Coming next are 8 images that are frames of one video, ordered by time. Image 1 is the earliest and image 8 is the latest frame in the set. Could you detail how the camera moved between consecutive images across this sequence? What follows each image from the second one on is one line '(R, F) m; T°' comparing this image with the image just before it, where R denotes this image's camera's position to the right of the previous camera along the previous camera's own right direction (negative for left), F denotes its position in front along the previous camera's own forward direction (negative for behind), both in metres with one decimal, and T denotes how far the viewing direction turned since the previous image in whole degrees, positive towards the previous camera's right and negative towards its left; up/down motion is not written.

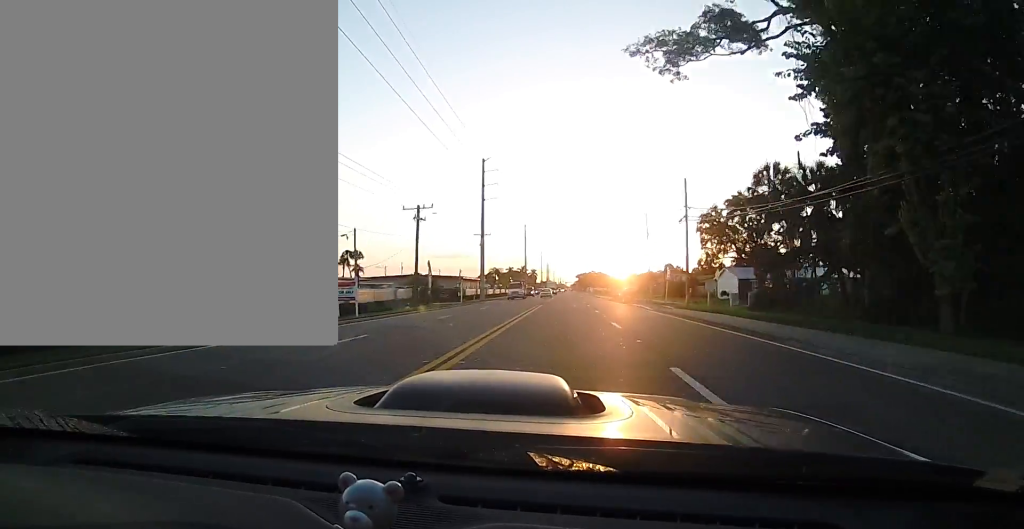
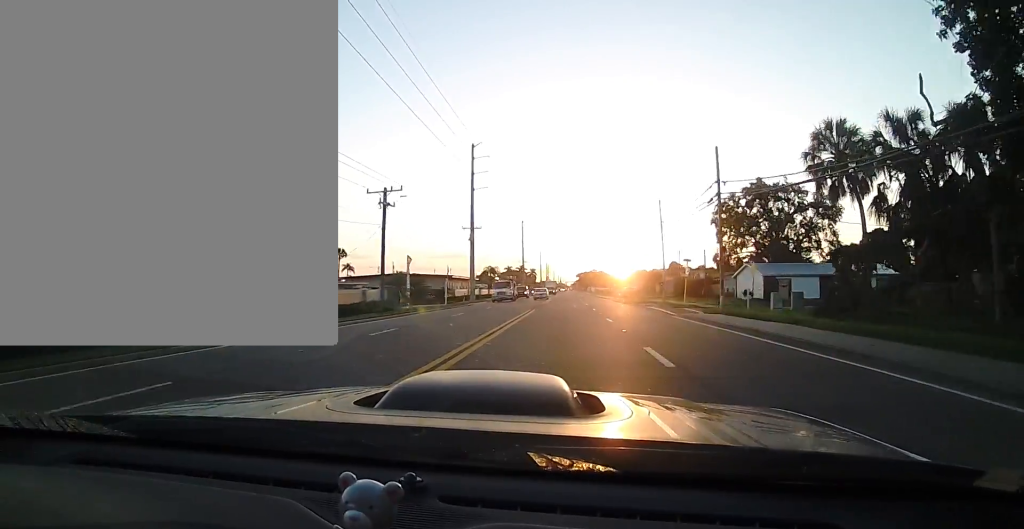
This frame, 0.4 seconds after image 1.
(-0.1, +9.2) m; 0°
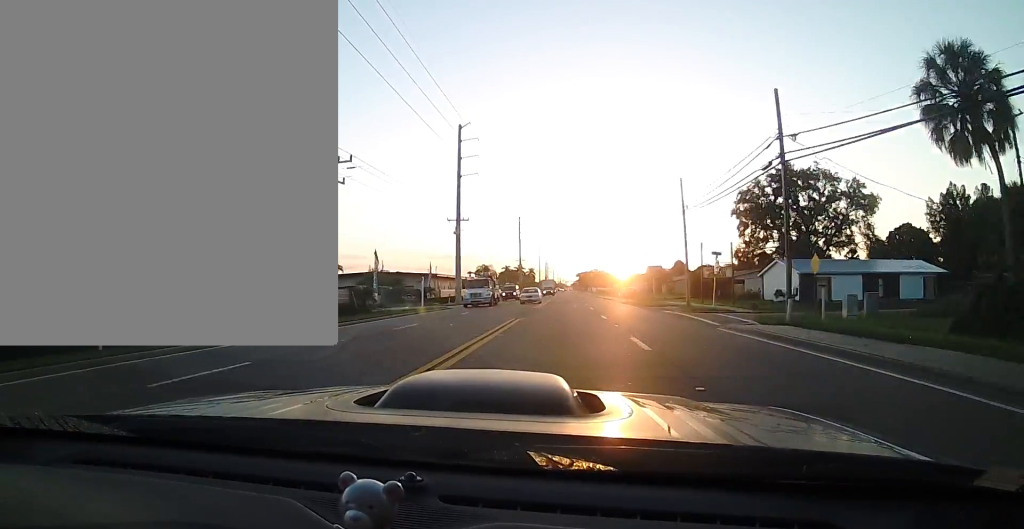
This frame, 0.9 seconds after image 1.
(-0.2, +9.9) m; -1°
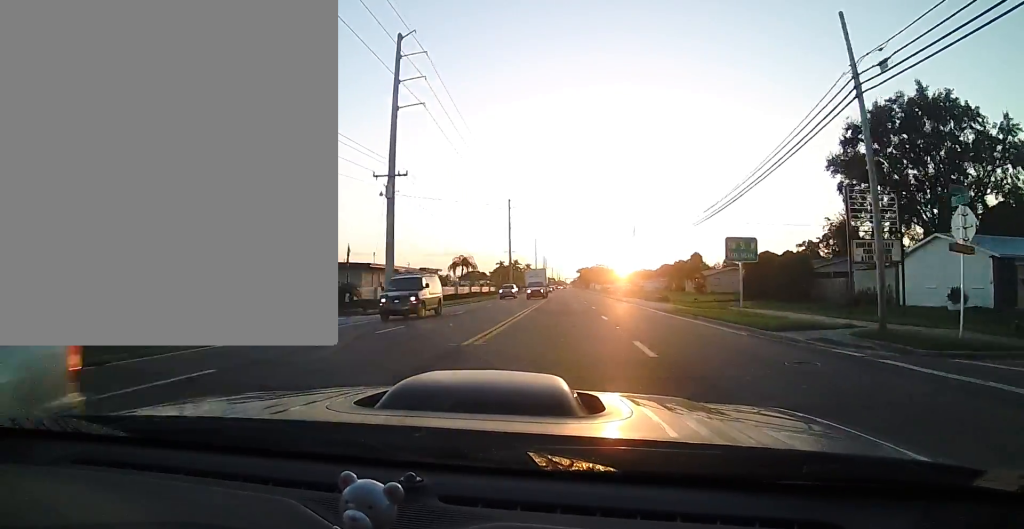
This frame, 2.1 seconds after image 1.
(-0.2, +25.9) m; 0°
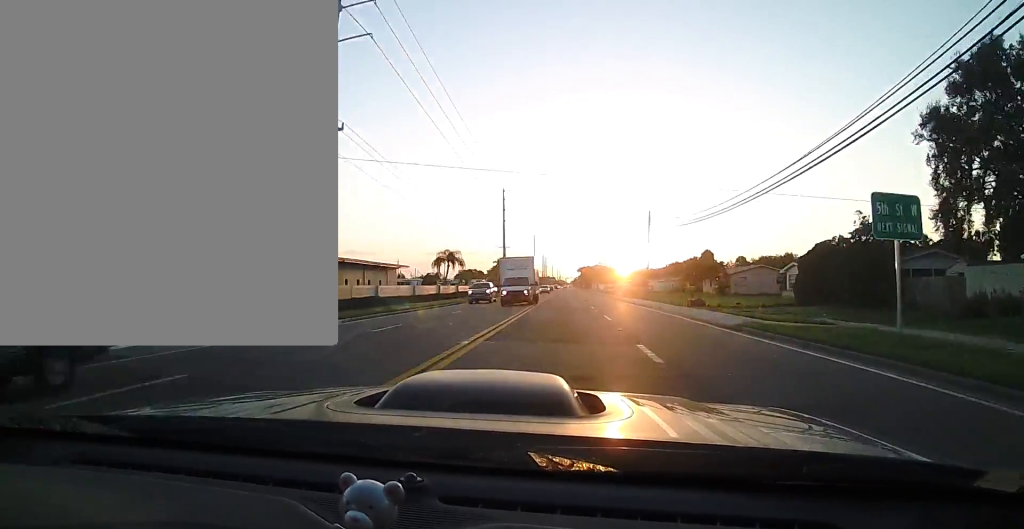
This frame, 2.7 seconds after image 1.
(0.0, +12.7) m; 0°
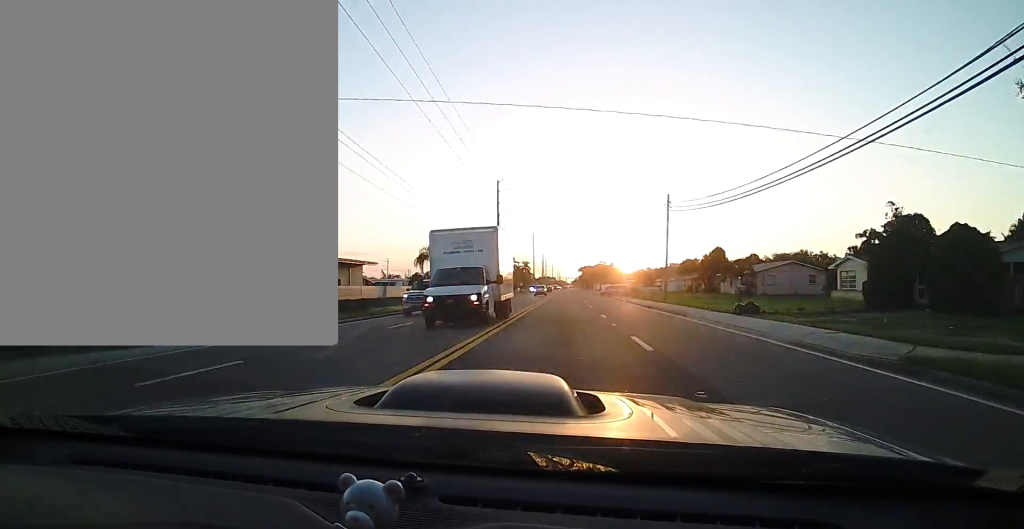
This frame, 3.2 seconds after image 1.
(0.0, +10.6) m; 0°
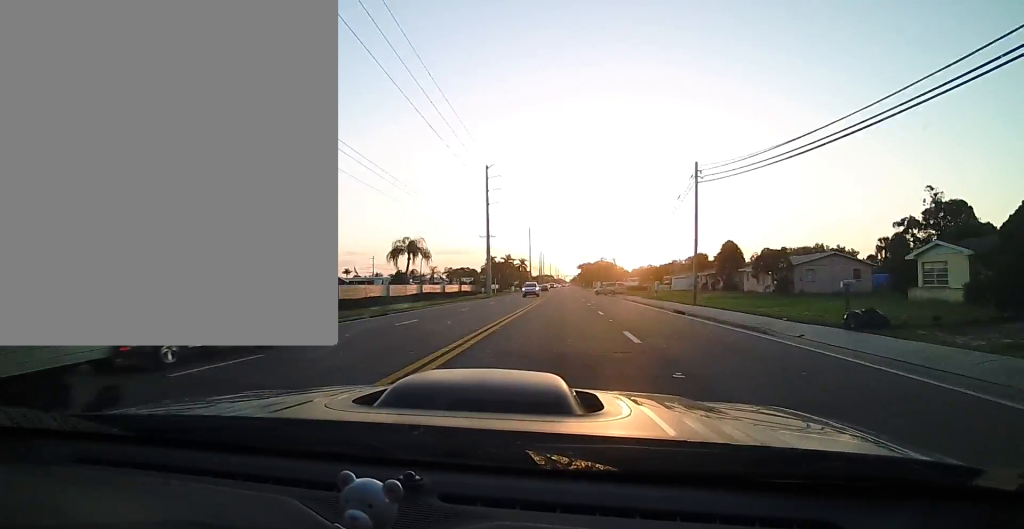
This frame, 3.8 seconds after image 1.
(0.0, +11.4) m; 0°
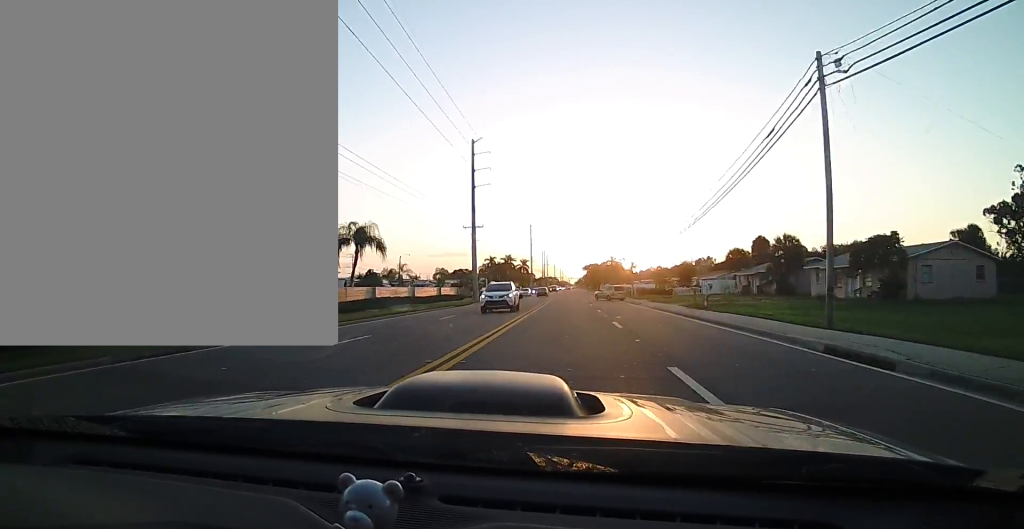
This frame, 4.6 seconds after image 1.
(0.0, +18.5) m; 0°
